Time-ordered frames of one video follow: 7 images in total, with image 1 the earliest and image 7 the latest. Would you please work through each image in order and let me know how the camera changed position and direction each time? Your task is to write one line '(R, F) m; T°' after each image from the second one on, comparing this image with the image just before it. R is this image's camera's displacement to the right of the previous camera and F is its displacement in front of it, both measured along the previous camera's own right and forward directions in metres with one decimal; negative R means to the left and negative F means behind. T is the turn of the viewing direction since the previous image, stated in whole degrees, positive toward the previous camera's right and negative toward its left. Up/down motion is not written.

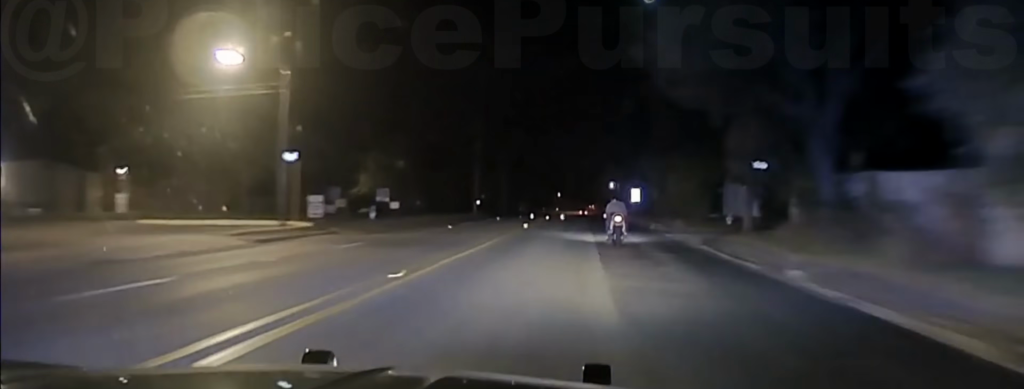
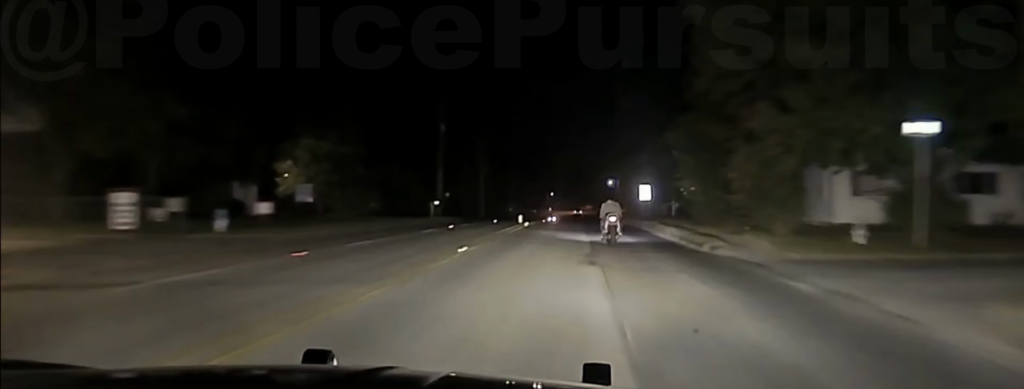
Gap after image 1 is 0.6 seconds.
(+0.1, +23.7) m; 0°
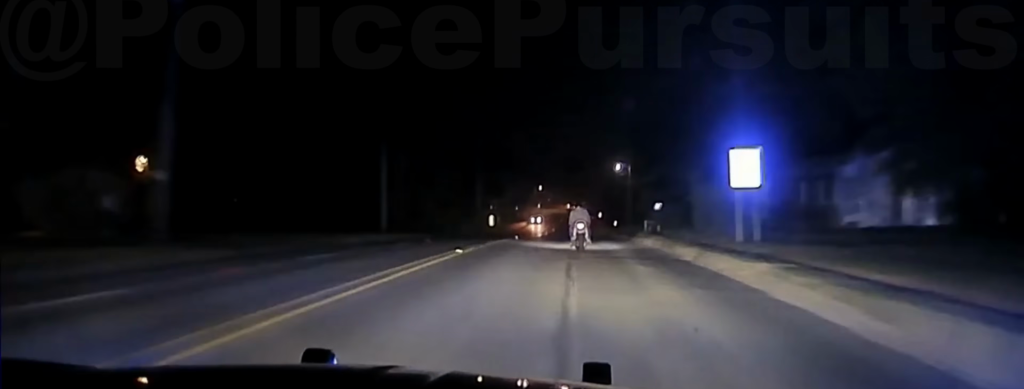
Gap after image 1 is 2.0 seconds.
(0.0, +52.1) m; 0°
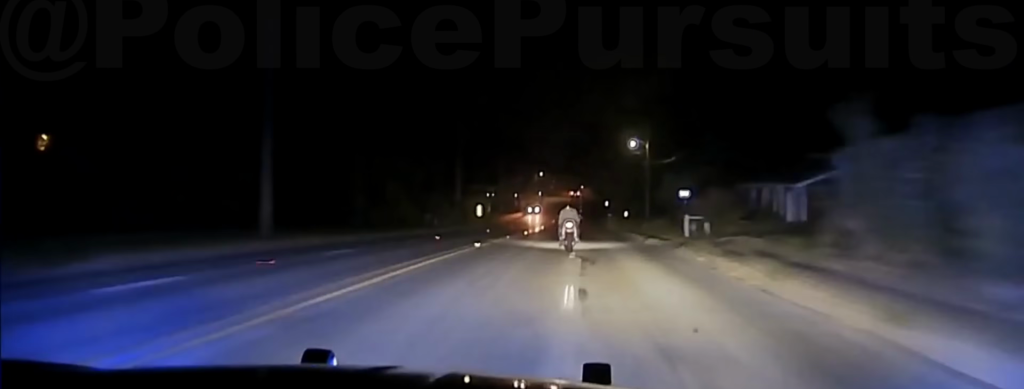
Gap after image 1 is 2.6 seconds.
(0.0, +22.6) m; 0°
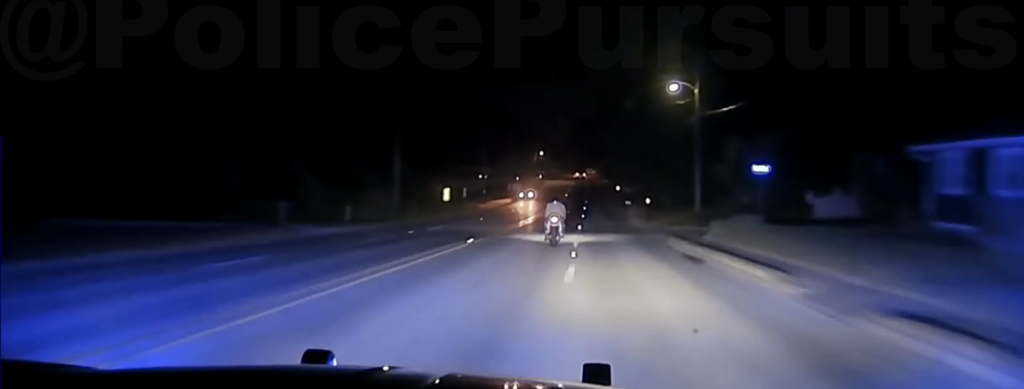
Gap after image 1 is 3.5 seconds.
(+0.3, +33.0) m; 0°
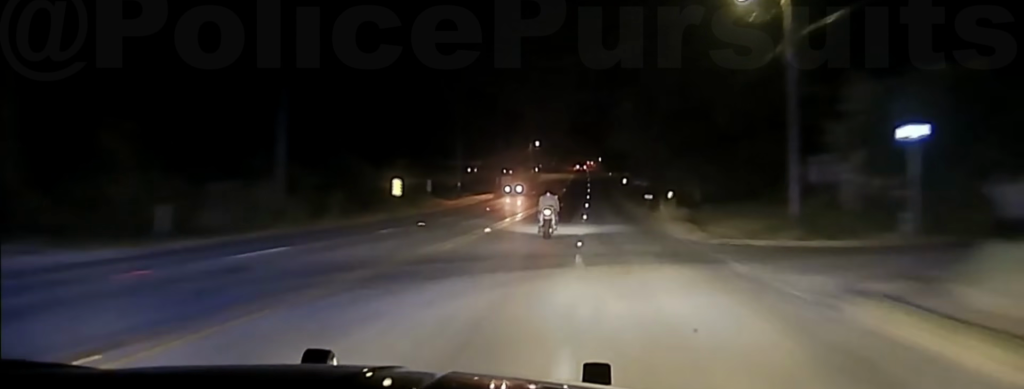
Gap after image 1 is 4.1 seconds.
(0.0, +24.4) m; 0°
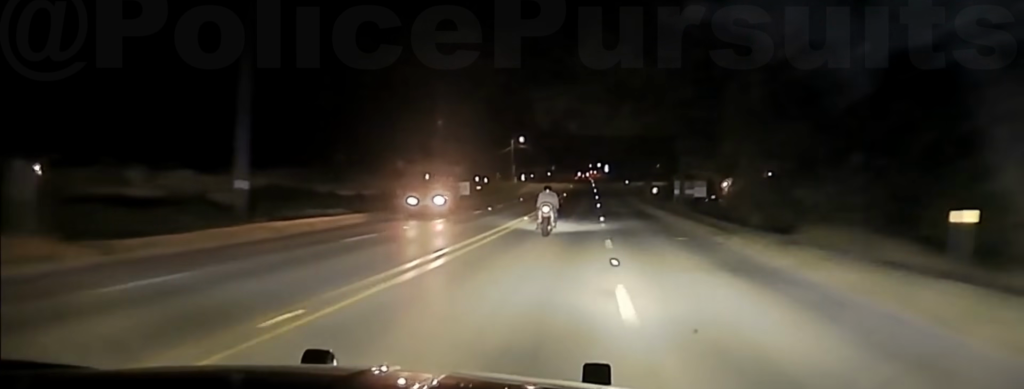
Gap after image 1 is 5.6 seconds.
(-0.4, +55.3) m; 0°
